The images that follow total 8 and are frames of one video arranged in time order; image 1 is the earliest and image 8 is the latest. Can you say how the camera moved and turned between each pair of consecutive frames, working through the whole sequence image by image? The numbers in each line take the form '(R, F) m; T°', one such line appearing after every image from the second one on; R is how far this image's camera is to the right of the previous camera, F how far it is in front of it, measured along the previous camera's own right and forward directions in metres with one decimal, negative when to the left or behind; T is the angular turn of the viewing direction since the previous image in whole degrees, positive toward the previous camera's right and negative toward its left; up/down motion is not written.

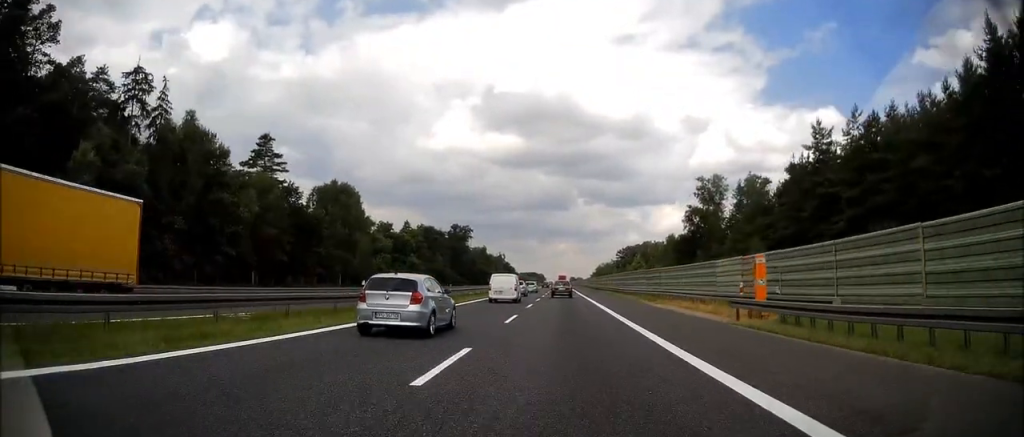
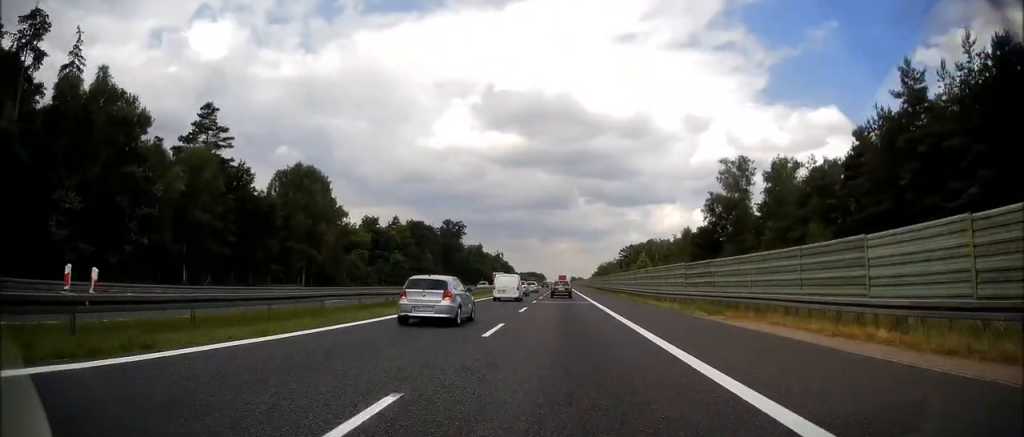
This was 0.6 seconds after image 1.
(0.0, +17.0) m; 0°
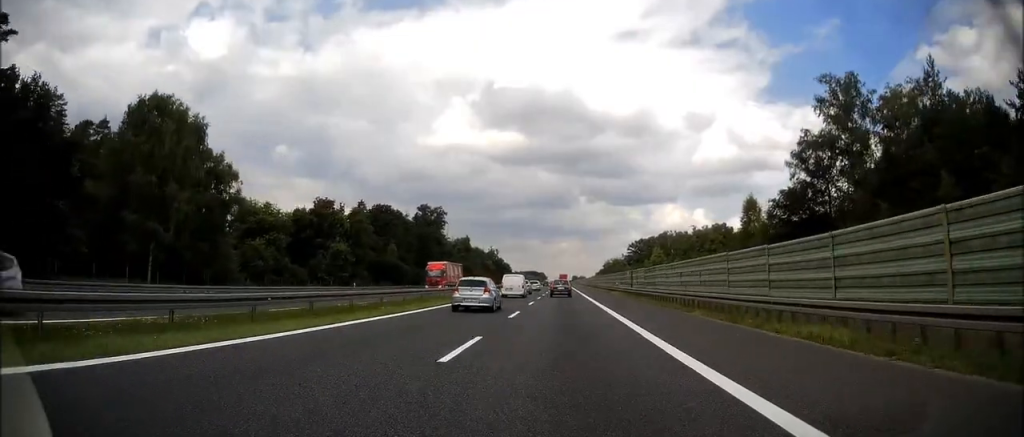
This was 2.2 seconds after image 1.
(+0.2, +40.9) m; 0°
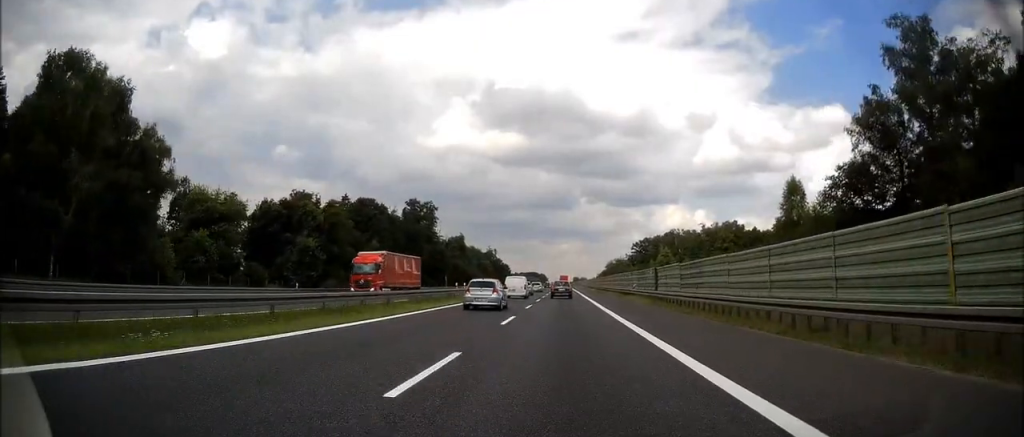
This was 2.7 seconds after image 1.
(+0.1, +15.0) m; 0°
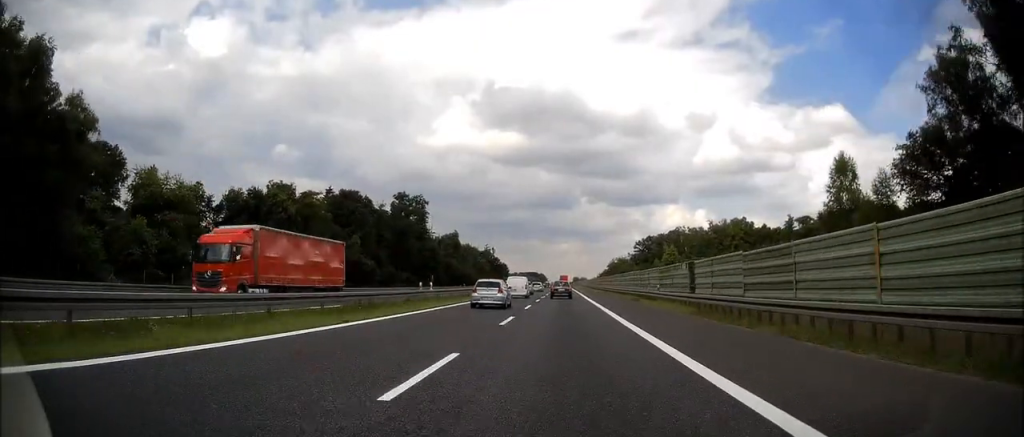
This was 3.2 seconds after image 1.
(+0.1, +12.3) m; 0°
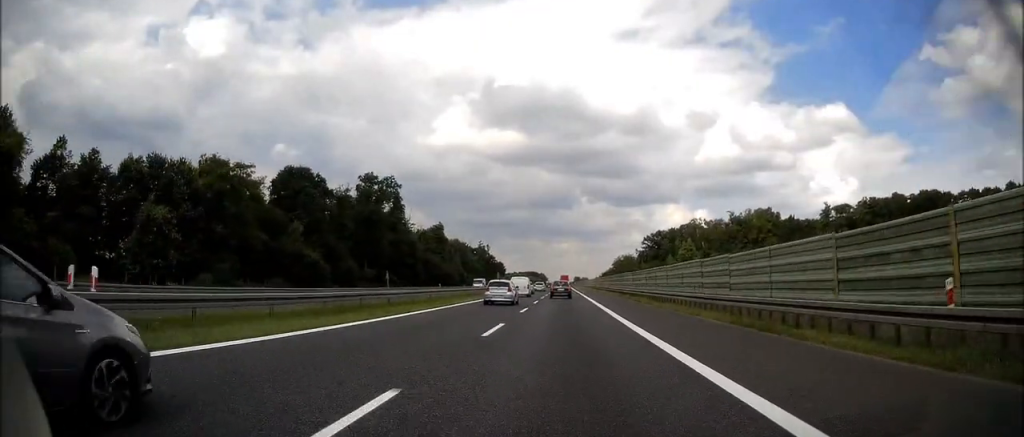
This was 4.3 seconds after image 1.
(-0.3, +27.9) m; 0°
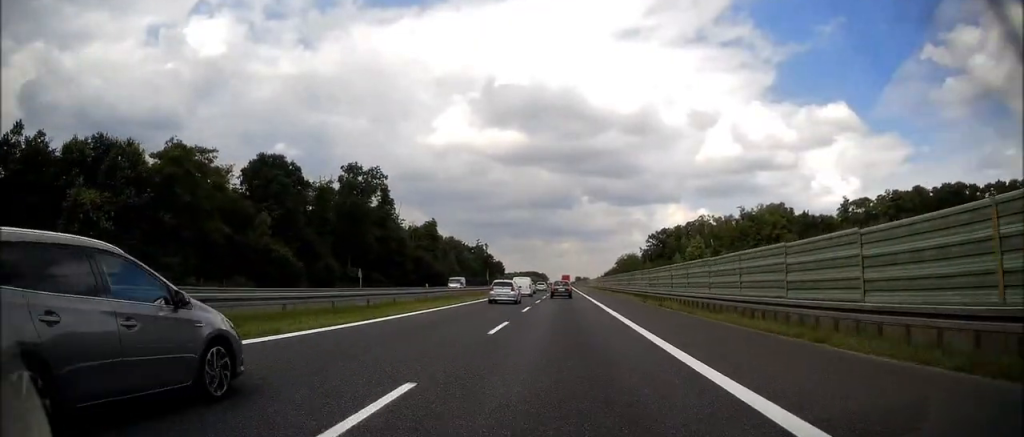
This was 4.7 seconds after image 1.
(+0.2, +11.3) m; 0°
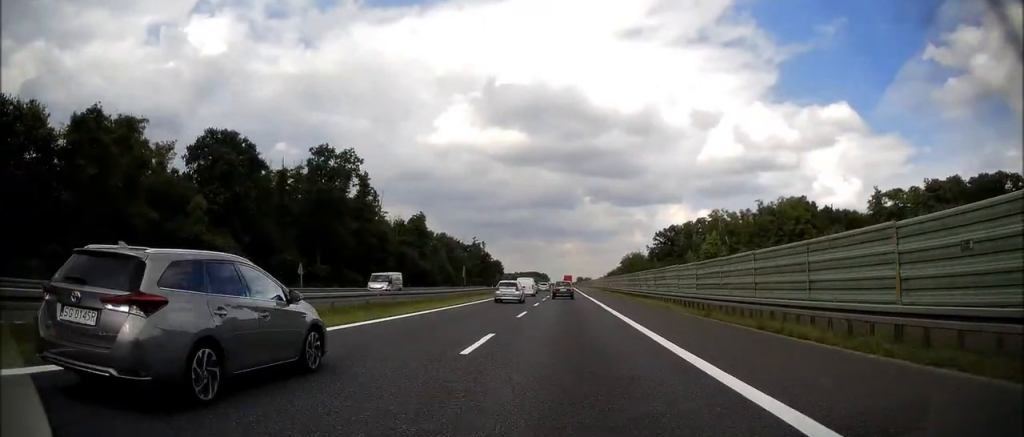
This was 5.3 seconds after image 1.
(+0.1, +16.4) m; 0°
